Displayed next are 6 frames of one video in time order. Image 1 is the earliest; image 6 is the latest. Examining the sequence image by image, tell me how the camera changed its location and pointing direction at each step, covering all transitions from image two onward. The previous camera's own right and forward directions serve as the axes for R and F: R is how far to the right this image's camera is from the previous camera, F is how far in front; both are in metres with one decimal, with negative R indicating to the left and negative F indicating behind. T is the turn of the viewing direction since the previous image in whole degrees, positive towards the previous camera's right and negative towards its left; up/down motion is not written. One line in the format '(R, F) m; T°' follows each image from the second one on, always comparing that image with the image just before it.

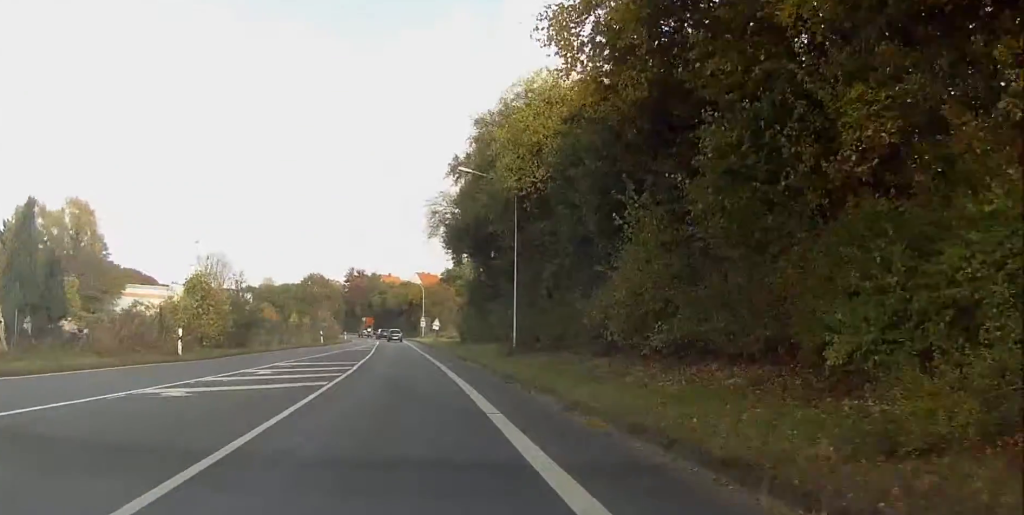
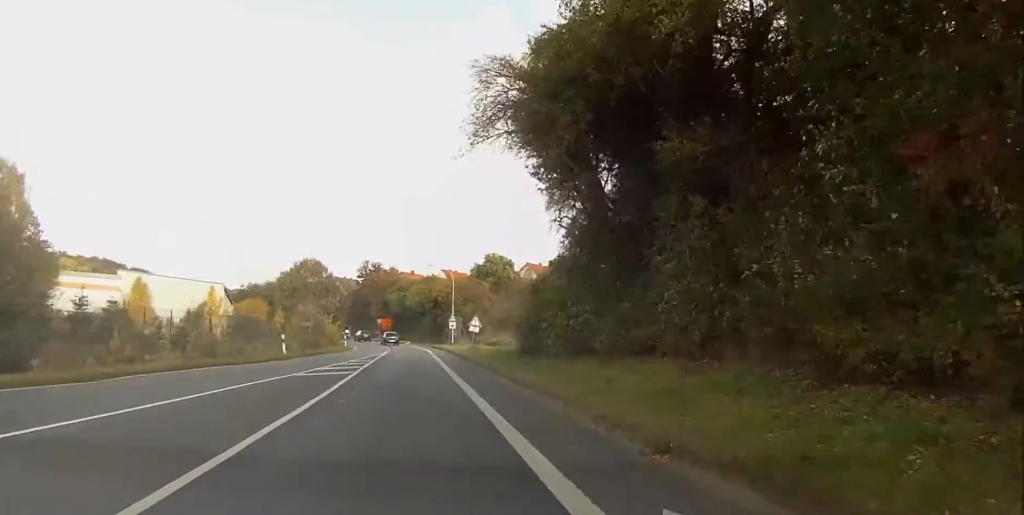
(-0.5, +32.4) m; 0°
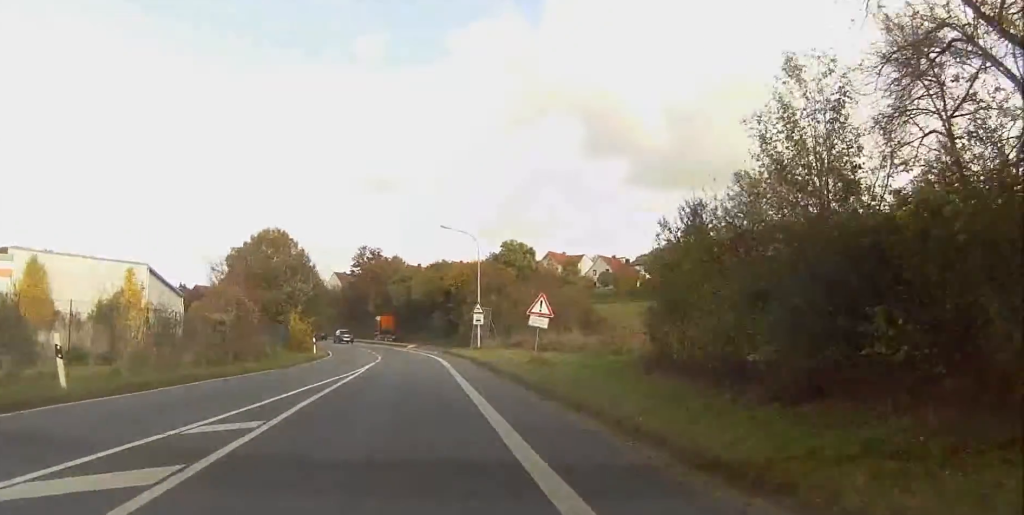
(+0.7, +29.4) m; -1°
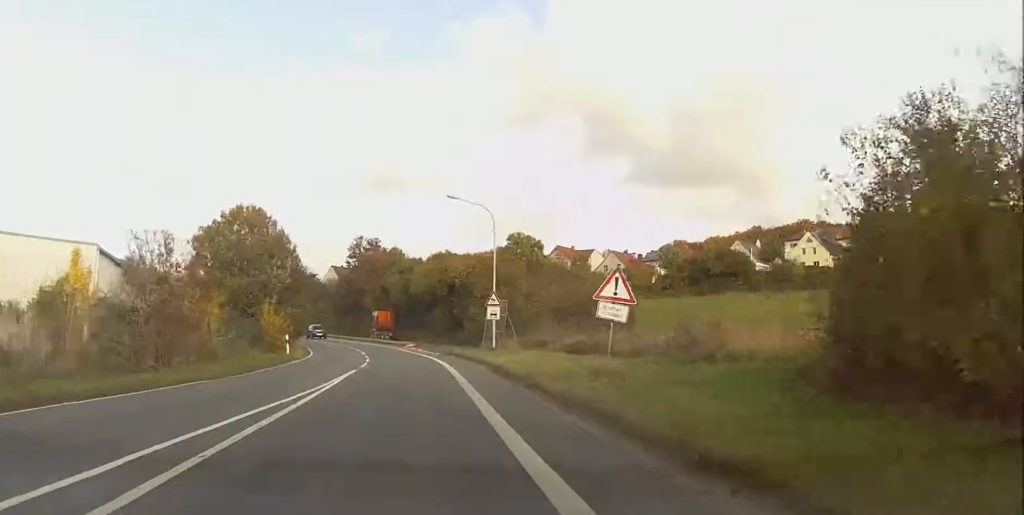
(-0.2, +11.1) m; -2°
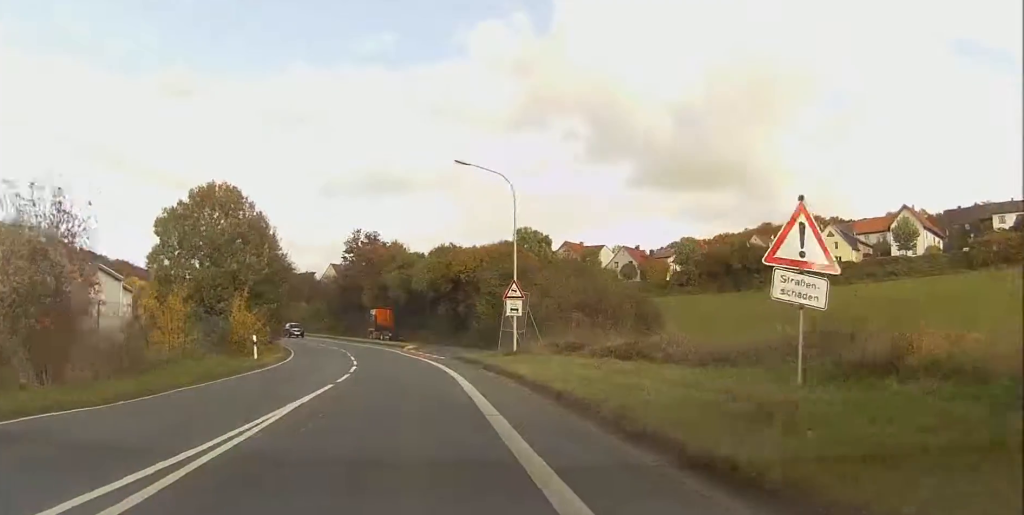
(-0.3, +8.9) m; 0°
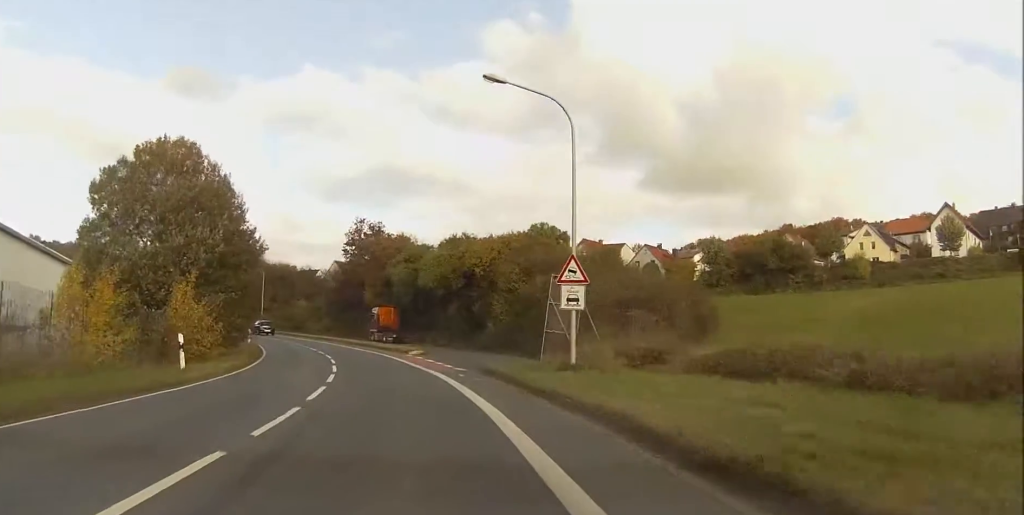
(+0.1, +11.7) m; -1°
